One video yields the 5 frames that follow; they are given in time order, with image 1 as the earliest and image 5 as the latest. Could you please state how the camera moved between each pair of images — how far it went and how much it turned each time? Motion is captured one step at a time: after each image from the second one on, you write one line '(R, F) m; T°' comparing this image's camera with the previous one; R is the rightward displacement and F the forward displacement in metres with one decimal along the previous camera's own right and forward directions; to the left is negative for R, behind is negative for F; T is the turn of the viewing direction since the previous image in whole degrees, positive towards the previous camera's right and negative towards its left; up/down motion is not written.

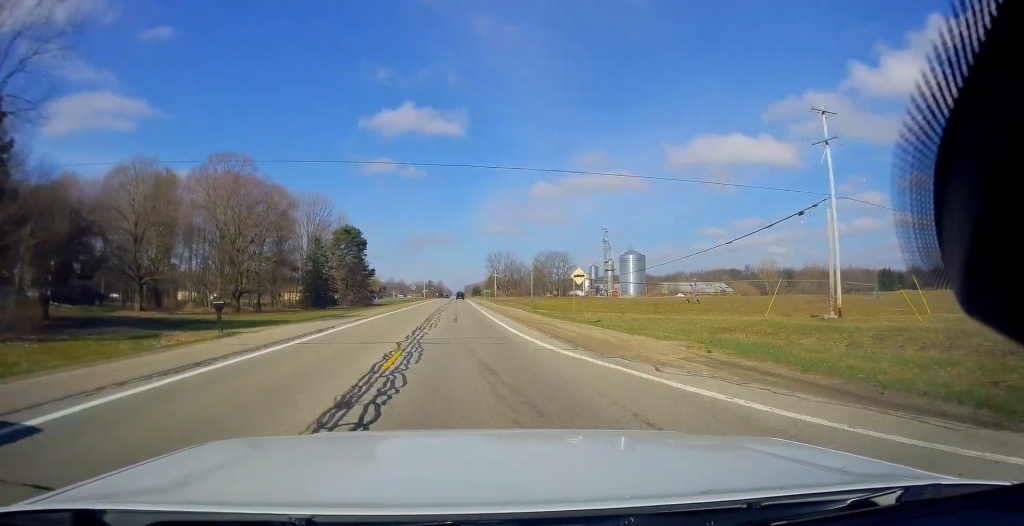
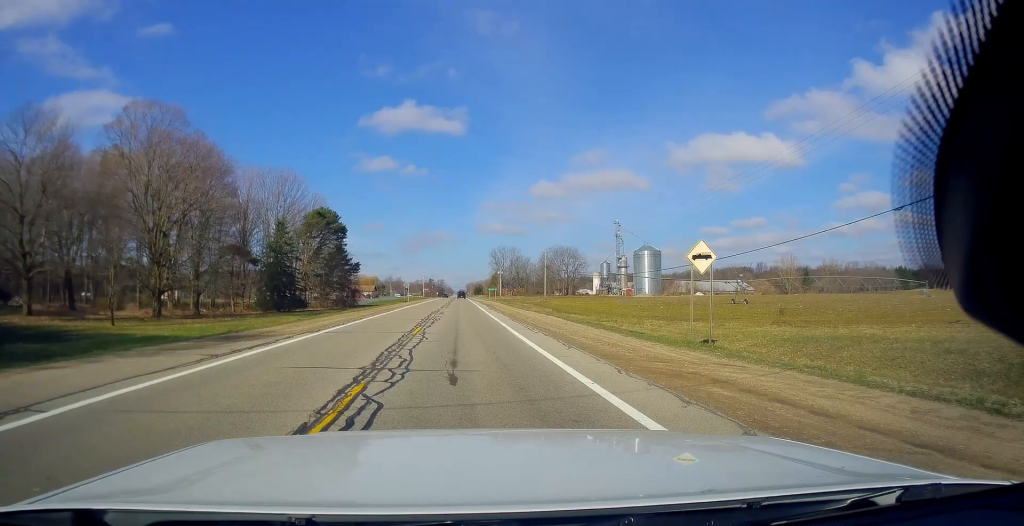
(0.0, +21.9) m; 0°
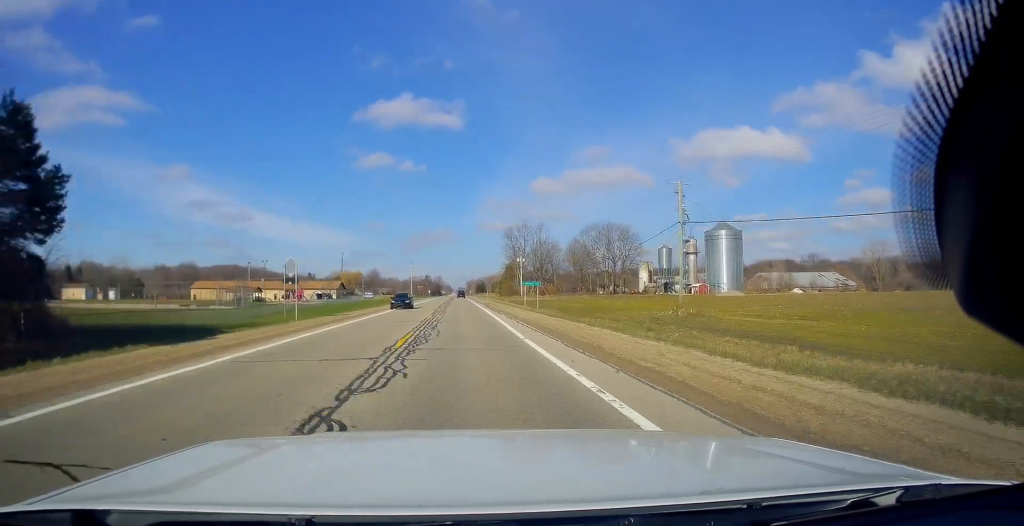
(0.0, +84.7) m; 0°
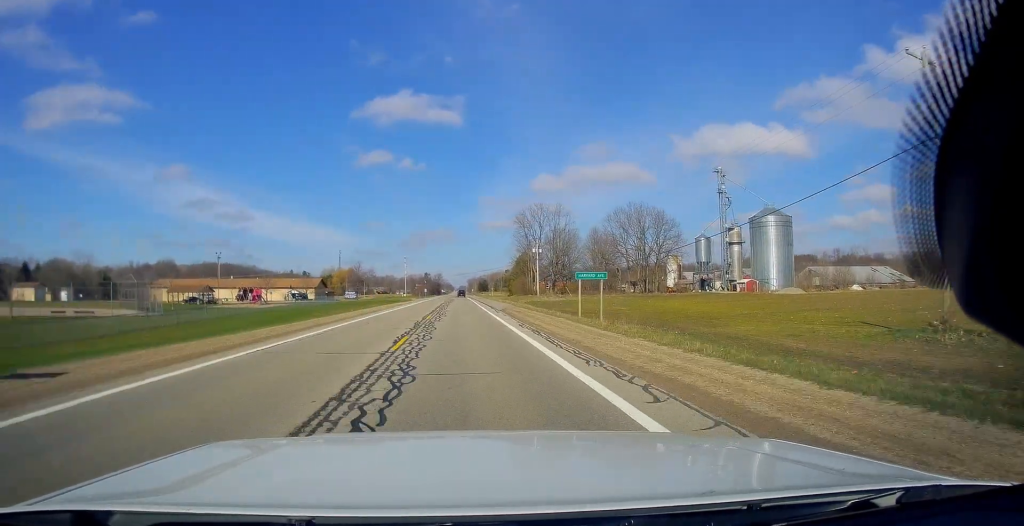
(-0.3, +33.5) m; -1°
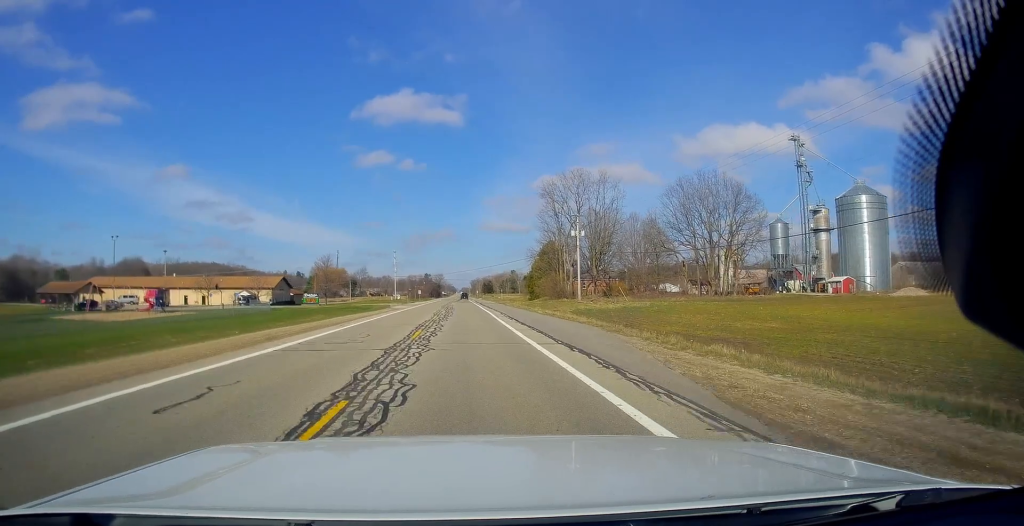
(+0.2, +46.2) m; +1°
